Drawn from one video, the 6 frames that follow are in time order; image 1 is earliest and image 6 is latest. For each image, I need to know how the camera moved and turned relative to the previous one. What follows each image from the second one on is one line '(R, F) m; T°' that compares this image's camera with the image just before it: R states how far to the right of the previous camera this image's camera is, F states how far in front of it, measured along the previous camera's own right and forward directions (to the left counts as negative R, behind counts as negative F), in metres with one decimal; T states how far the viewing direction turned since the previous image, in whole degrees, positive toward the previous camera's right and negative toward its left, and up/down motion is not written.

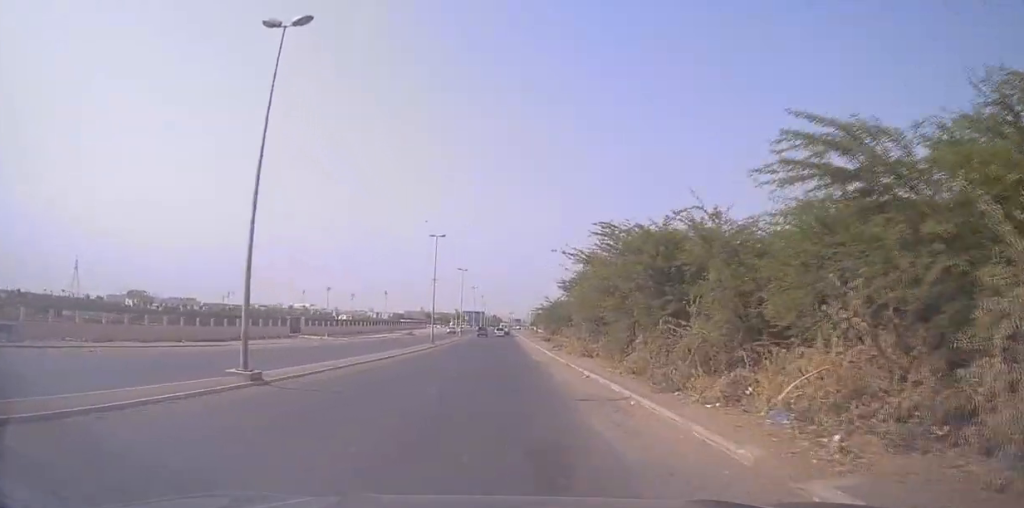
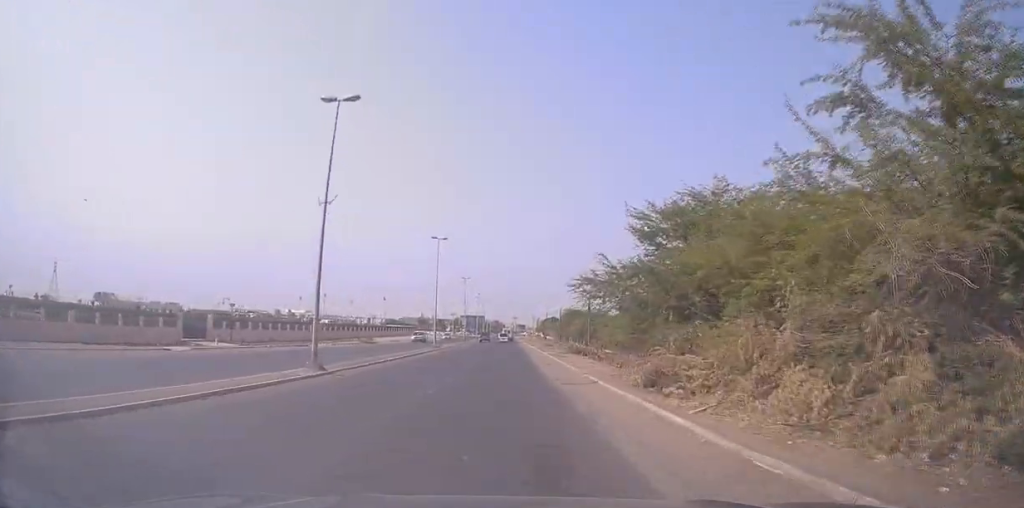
(-0.8, +31.9) m; -2°
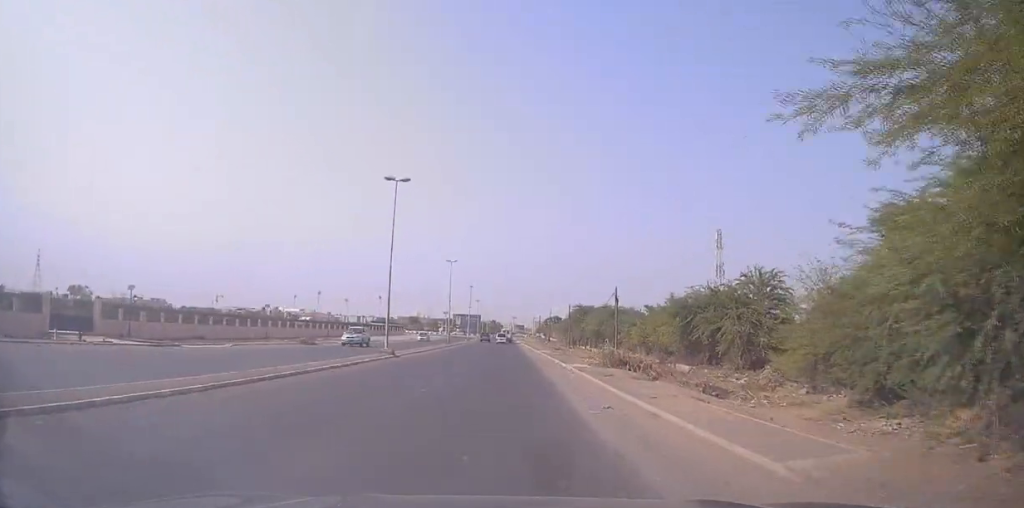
(-0.1, +19.9) m; -1°
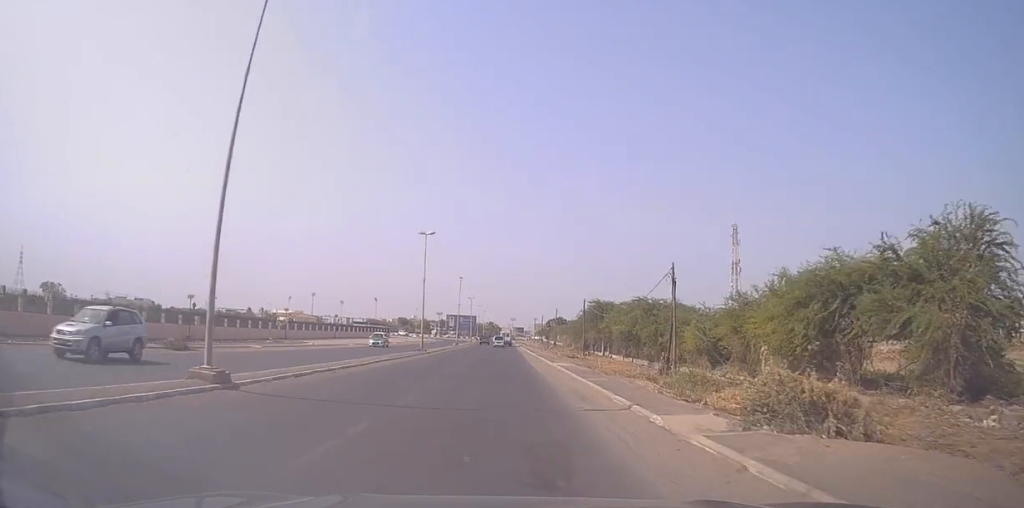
(-0.1, +19.7) m; -1°
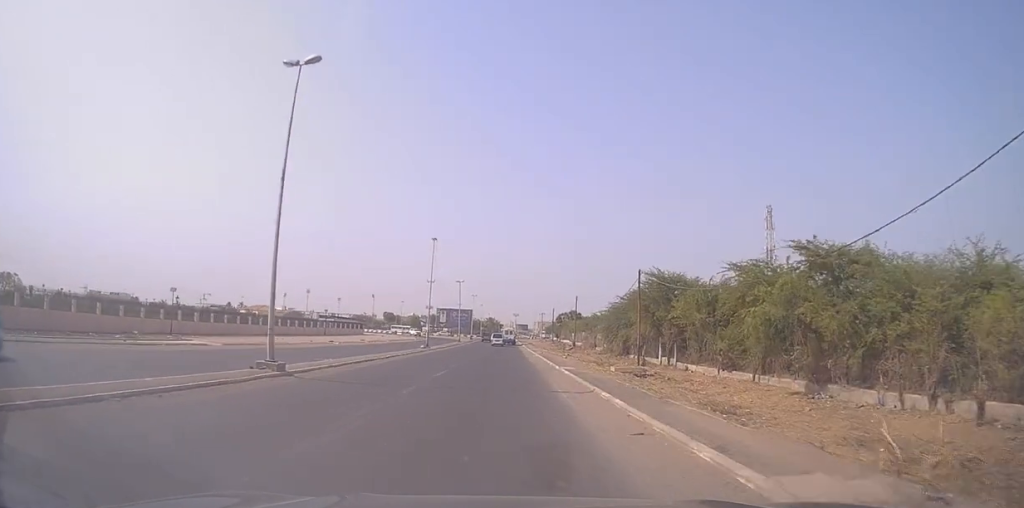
(+0.4, +30.9) m; +3°
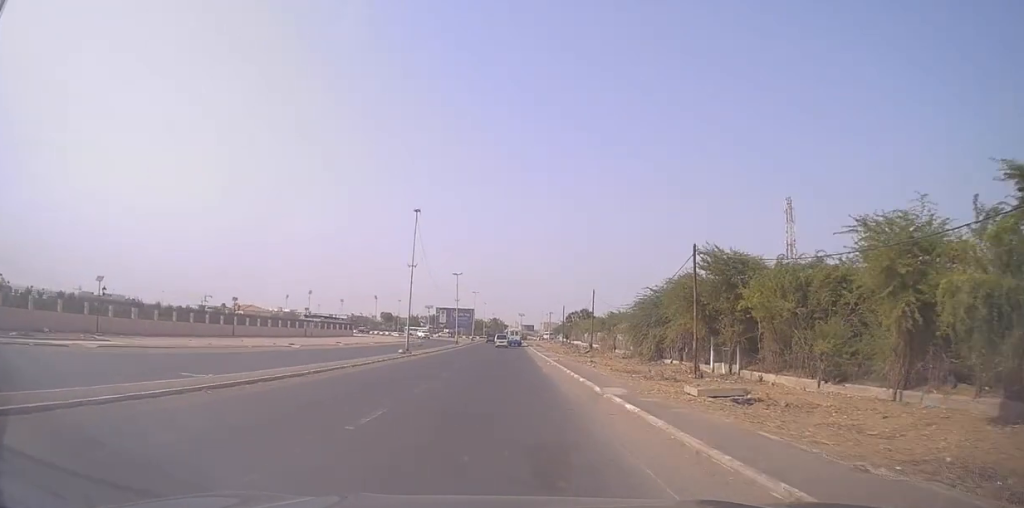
(+0.1, +12.5) m; 0°
